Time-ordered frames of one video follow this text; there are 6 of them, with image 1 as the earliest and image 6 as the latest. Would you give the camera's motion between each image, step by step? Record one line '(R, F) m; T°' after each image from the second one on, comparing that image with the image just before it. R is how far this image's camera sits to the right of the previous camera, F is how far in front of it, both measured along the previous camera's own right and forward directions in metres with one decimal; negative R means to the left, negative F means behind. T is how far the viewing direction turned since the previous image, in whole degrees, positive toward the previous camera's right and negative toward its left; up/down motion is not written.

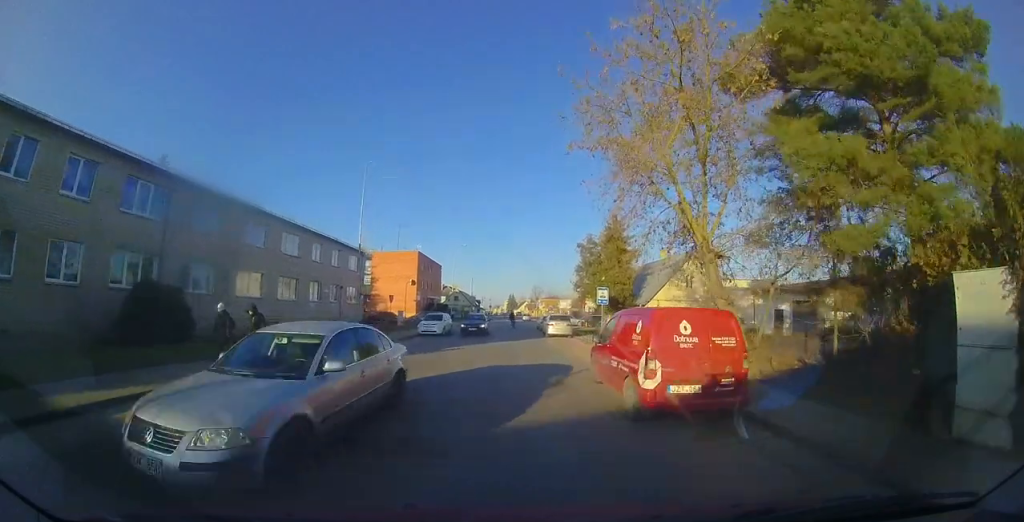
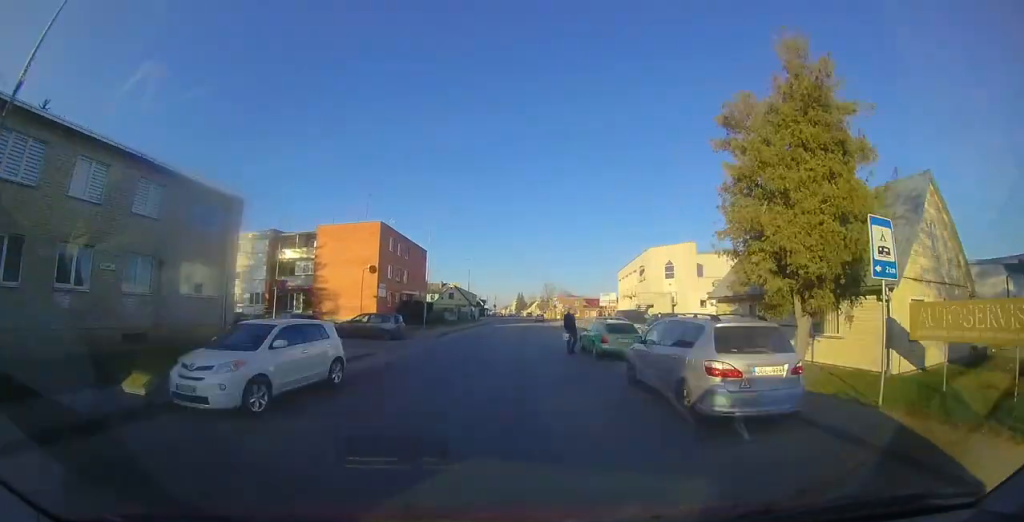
(-0.3, +15.8) m; -2°
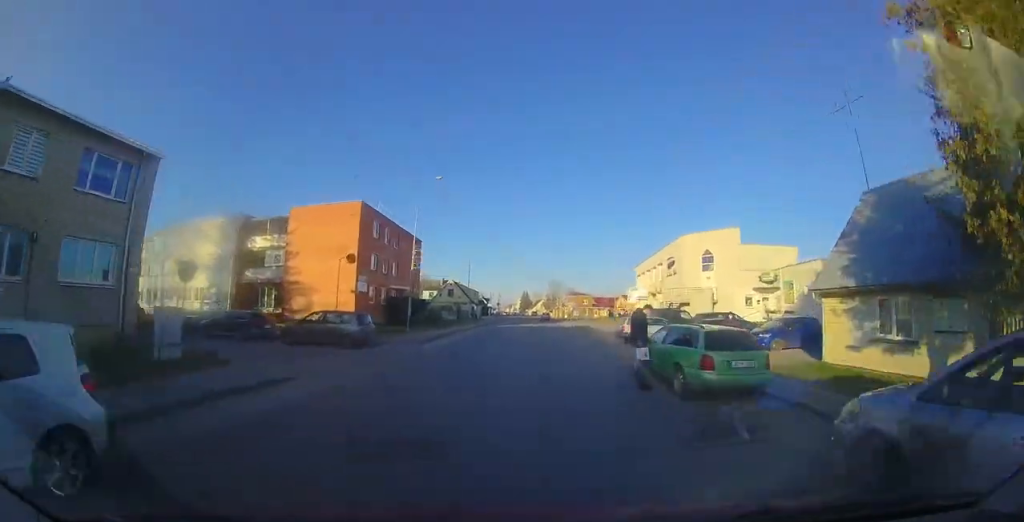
(+0.1, +5.6) m; +3°
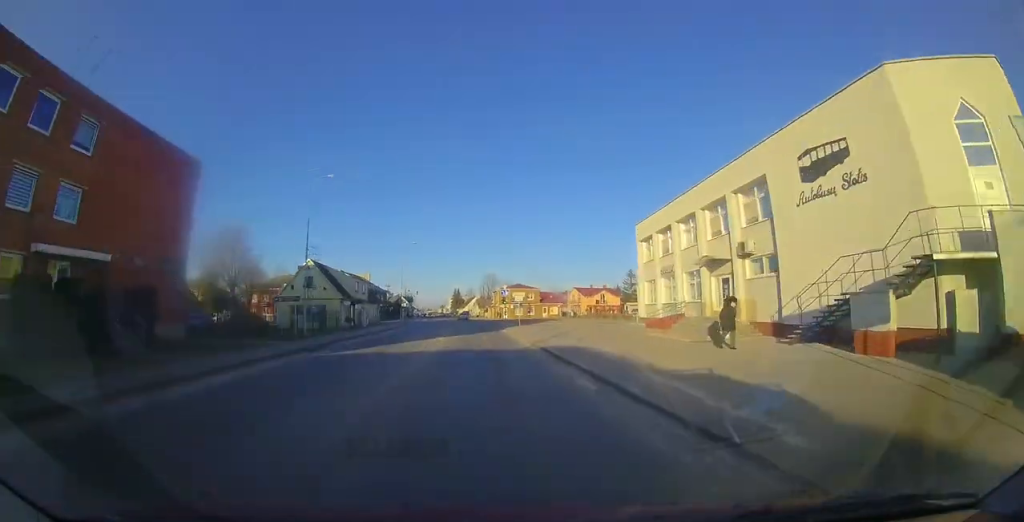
(+2.5, +23.3) m; +7°
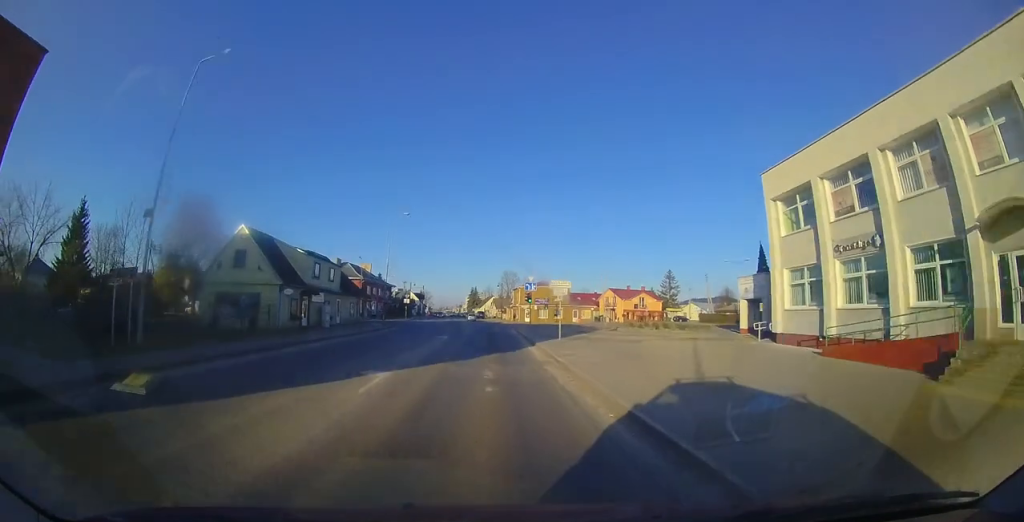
(-0.3, +12.2) m; -1°
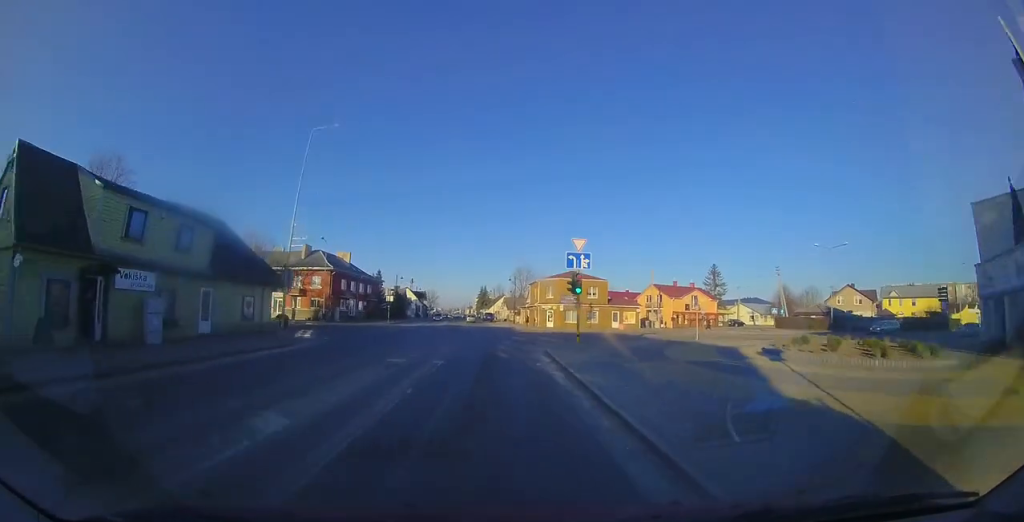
(0.0, +15.6) m; -1°
